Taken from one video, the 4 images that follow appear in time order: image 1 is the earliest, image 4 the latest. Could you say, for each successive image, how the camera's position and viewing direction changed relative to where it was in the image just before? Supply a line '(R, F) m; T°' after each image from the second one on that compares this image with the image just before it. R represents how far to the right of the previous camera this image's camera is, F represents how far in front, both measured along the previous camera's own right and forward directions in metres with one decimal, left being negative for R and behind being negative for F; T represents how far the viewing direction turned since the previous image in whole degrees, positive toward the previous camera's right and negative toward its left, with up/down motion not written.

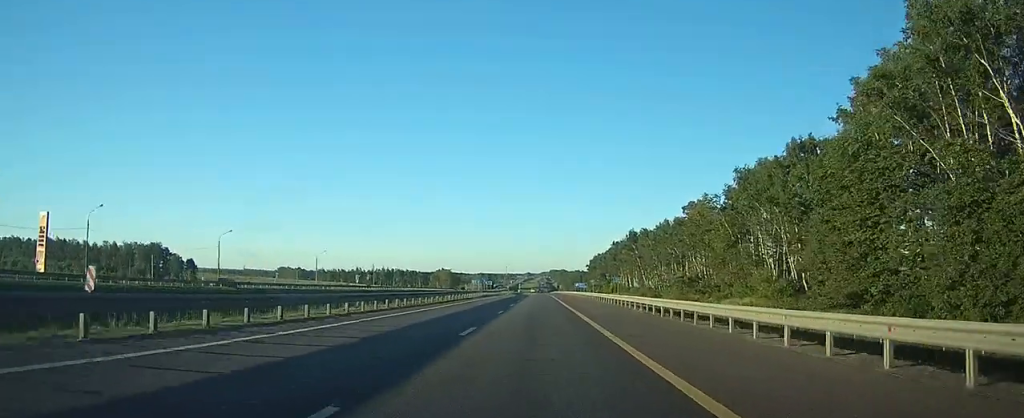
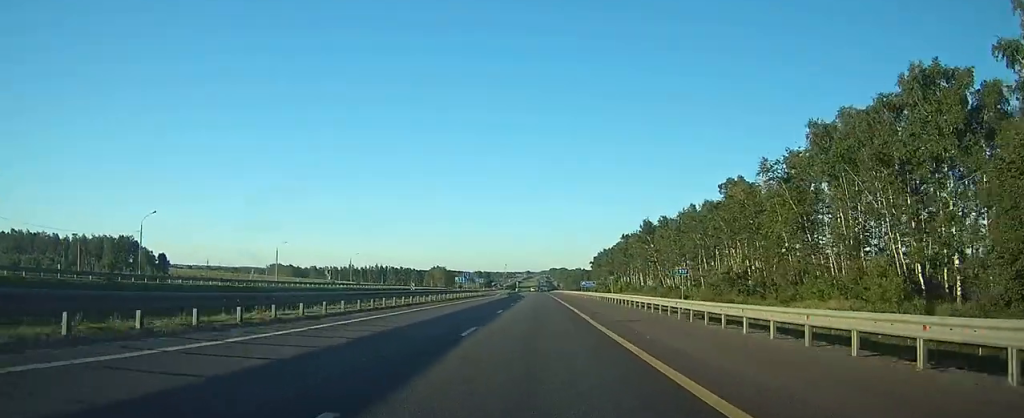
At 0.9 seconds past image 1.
(0.0, +24.6) m; 0°
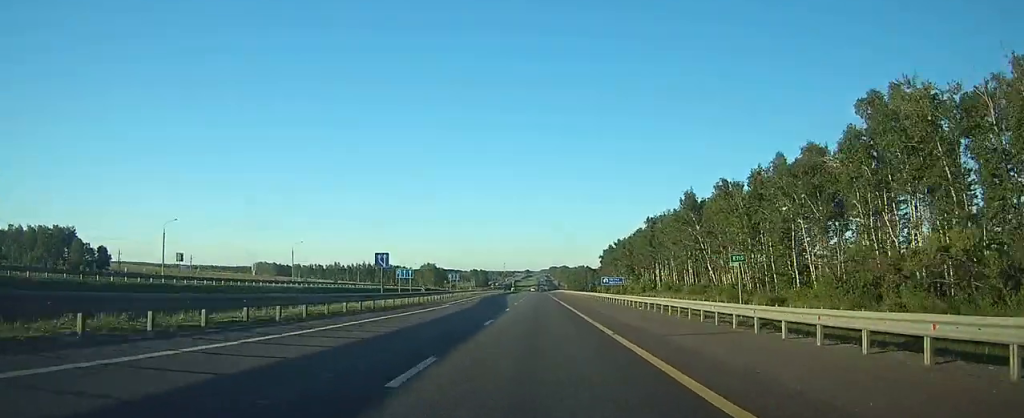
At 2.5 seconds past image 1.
(0.0, +43.8) m; 0°
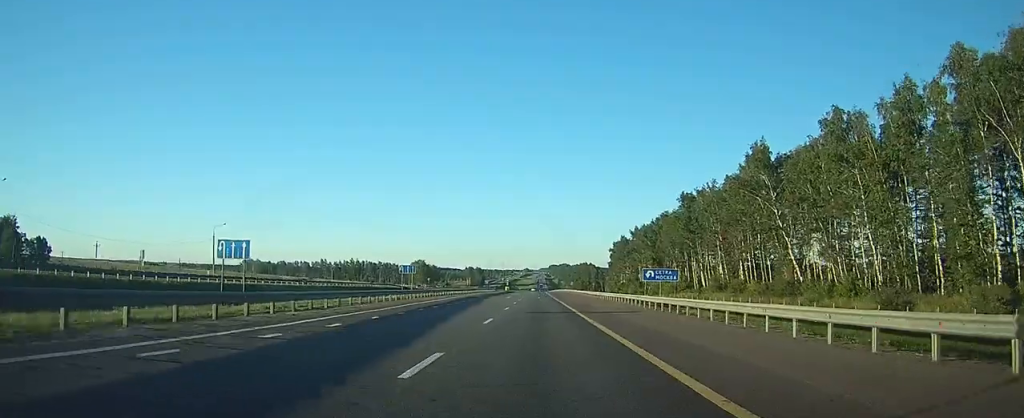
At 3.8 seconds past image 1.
(0.0, +35.7) m; 0°
